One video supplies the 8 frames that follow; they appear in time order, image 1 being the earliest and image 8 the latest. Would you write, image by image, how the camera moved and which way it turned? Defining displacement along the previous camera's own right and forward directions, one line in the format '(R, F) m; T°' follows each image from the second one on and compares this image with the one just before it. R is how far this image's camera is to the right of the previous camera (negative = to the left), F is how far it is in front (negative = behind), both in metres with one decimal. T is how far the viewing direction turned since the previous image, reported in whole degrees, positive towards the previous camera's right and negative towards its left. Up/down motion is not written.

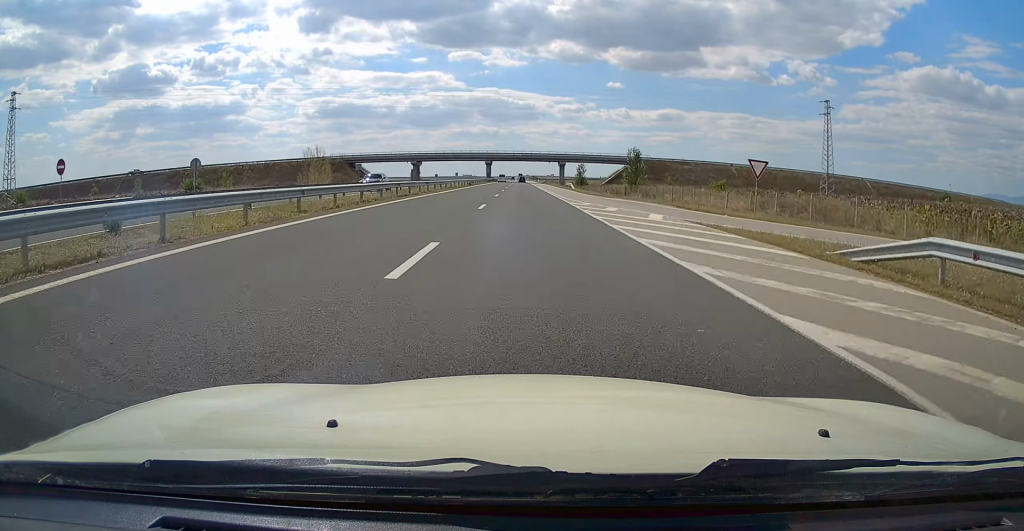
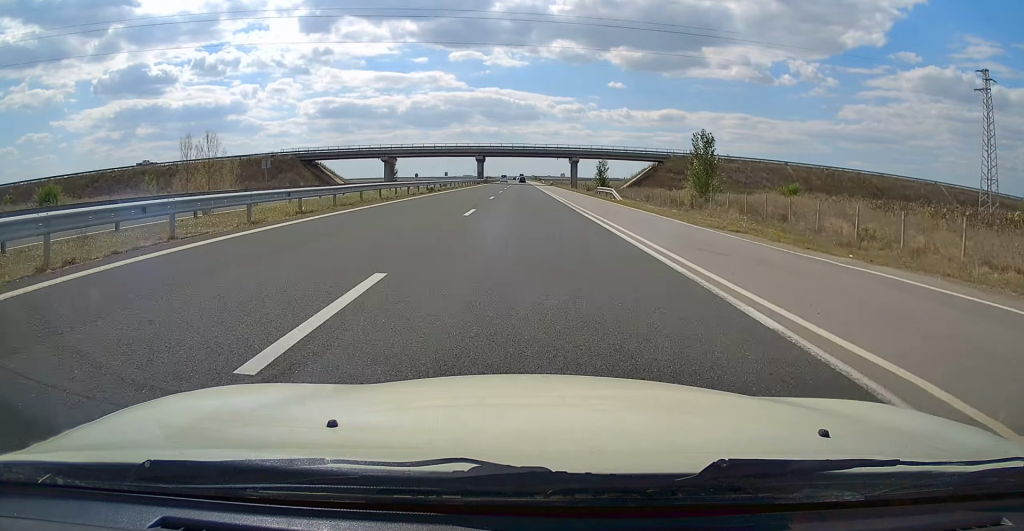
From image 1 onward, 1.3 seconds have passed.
(+0.4, +35.5) m; 0°
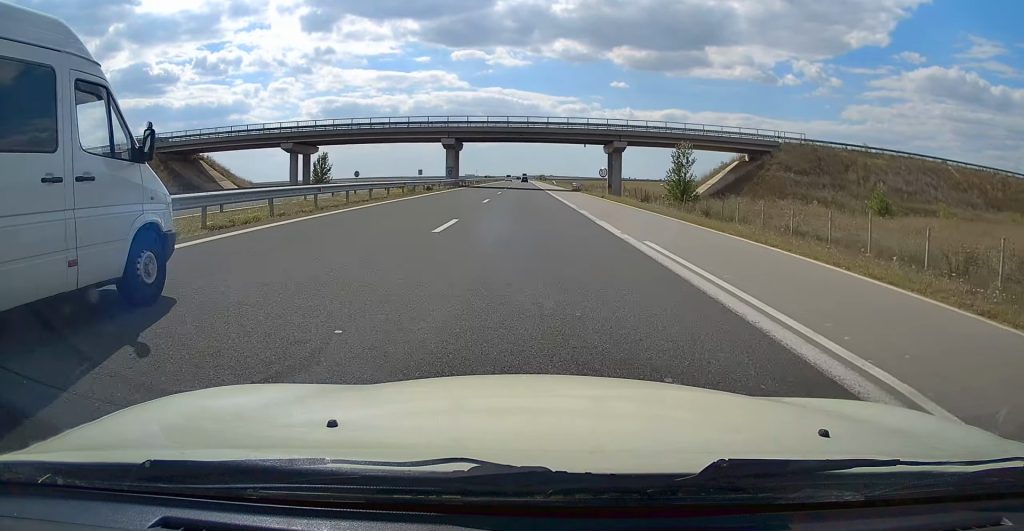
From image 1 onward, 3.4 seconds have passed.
(-0.3, +54.1) m; 0°
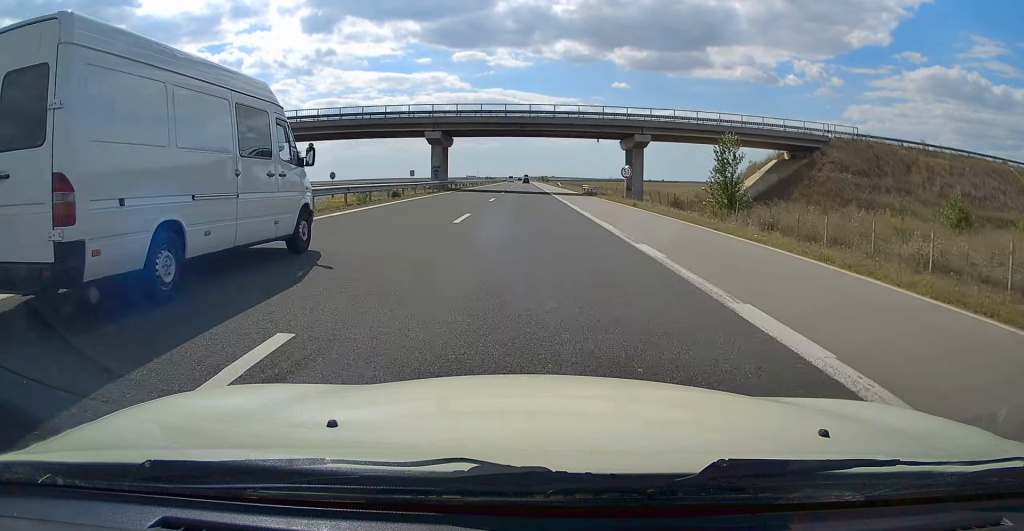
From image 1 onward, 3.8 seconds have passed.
(0.0, +12.4) m; 0°
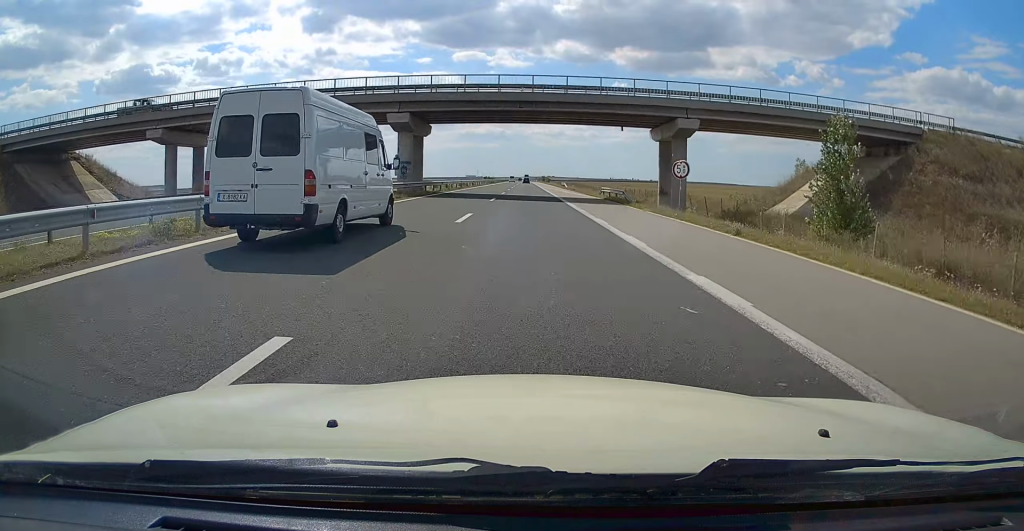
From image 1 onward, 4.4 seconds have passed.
(-0.3, +16.0) m; 0°
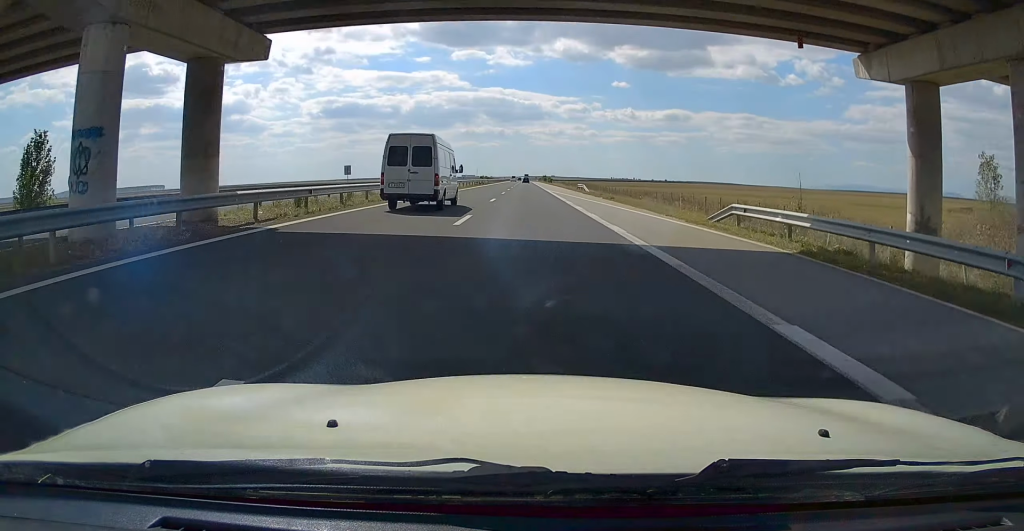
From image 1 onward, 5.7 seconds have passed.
(+0.4, +32.8) m; 0°
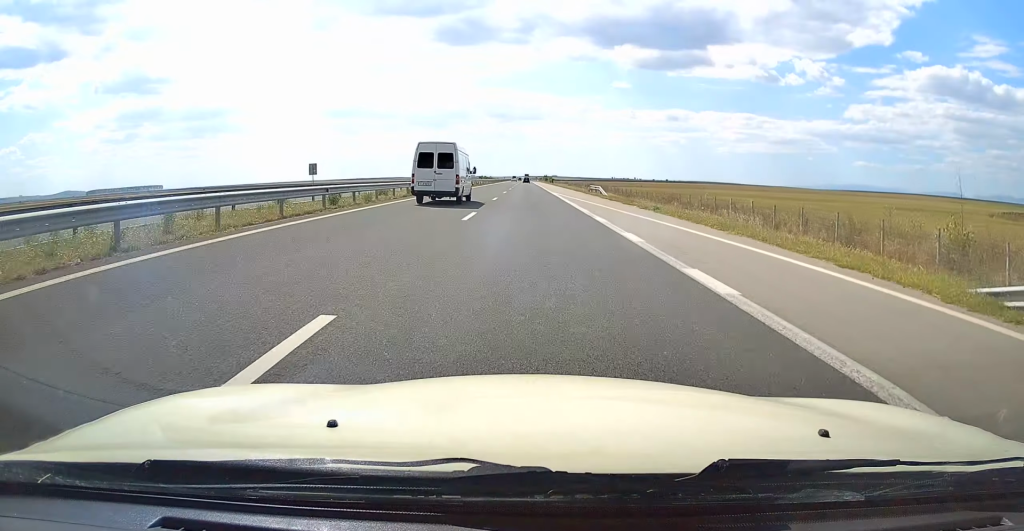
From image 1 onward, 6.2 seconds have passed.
(-0.3, +14.2) m; -1°
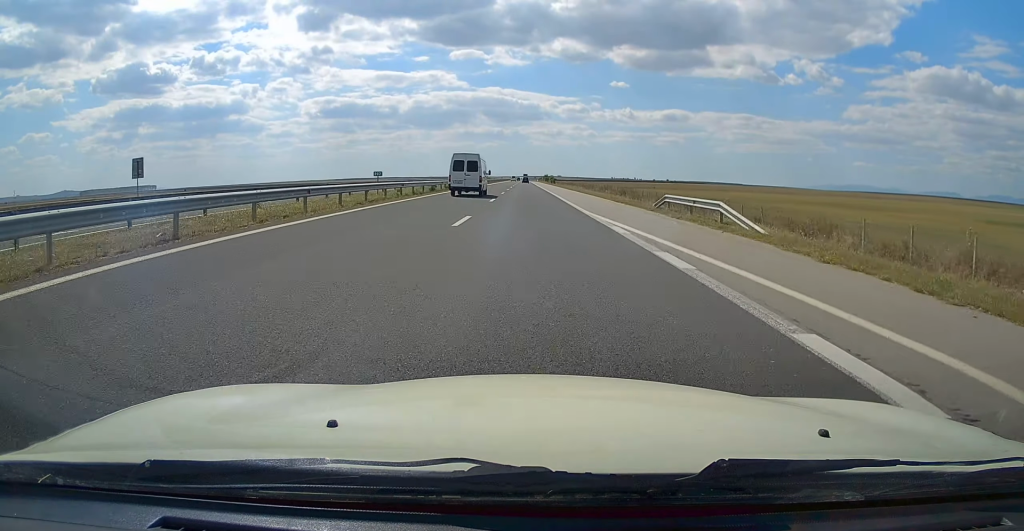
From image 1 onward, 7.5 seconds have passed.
(-0.2, +33.9) m; 0°
